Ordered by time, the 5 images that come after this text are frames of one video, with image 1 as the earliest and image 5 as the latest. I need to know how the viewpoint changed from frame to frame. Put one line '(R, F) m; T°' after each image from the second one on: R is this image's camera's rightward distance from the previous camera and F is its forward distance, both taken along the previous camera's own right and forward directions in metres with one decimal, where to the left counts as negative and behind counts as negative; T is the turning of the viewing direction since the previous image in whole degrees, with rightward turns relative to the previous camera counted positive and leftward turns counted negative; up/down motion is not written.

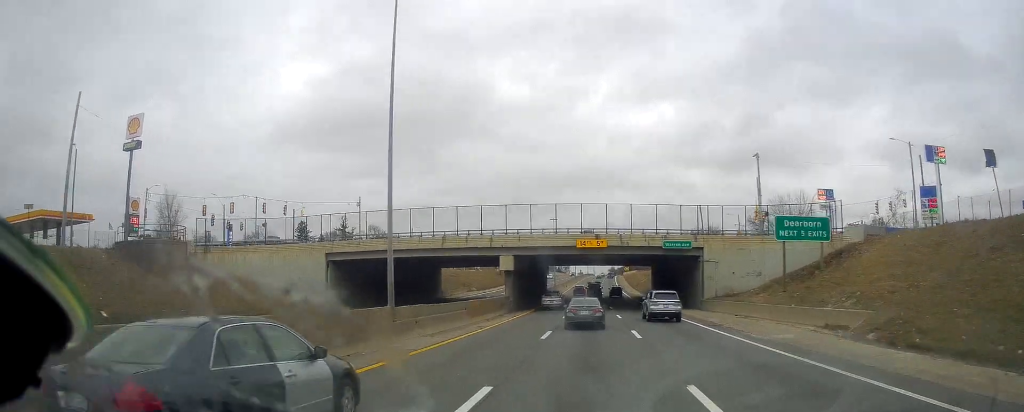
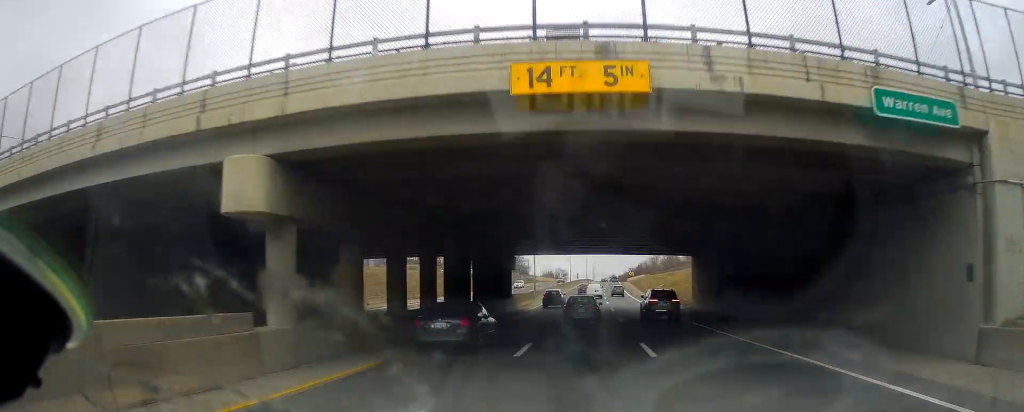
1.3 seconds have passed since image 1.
(+0.3, +37.3) m; 0°
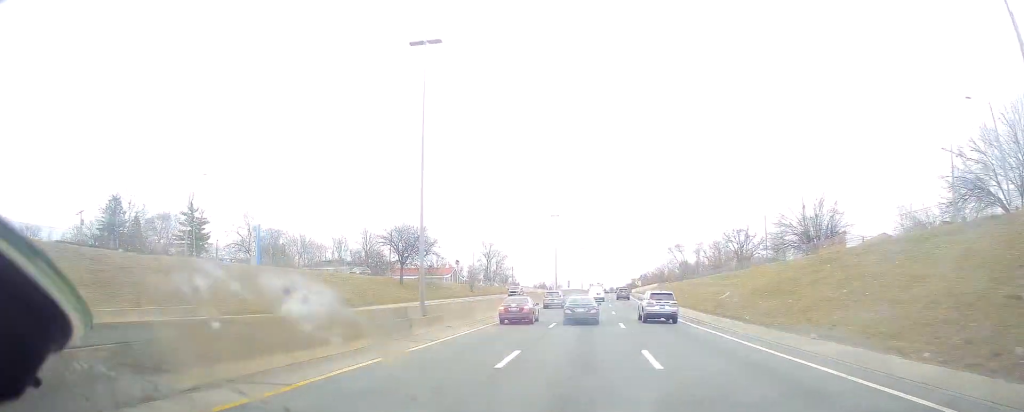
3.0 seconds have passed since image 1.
(-0.5, +48.5) m; 0°
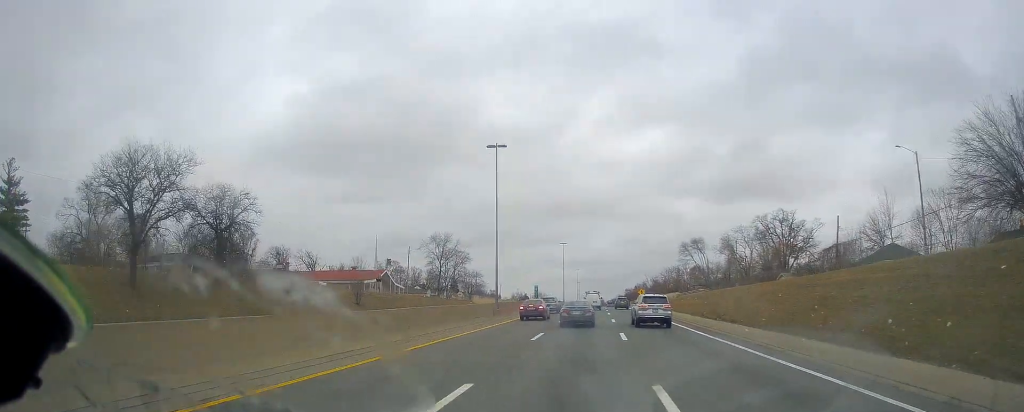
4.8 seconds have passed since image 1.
(+1.2, +52.5) m; +2°
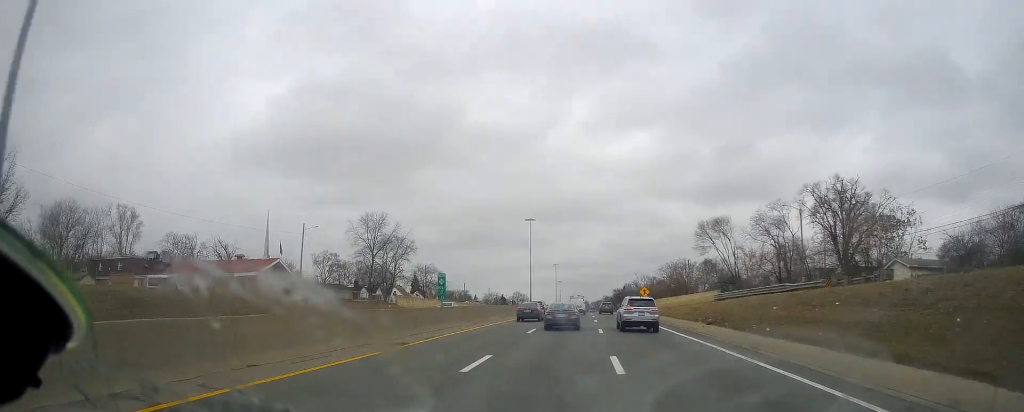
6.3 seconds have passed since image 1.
(0.0, +40.3) m; 0°
